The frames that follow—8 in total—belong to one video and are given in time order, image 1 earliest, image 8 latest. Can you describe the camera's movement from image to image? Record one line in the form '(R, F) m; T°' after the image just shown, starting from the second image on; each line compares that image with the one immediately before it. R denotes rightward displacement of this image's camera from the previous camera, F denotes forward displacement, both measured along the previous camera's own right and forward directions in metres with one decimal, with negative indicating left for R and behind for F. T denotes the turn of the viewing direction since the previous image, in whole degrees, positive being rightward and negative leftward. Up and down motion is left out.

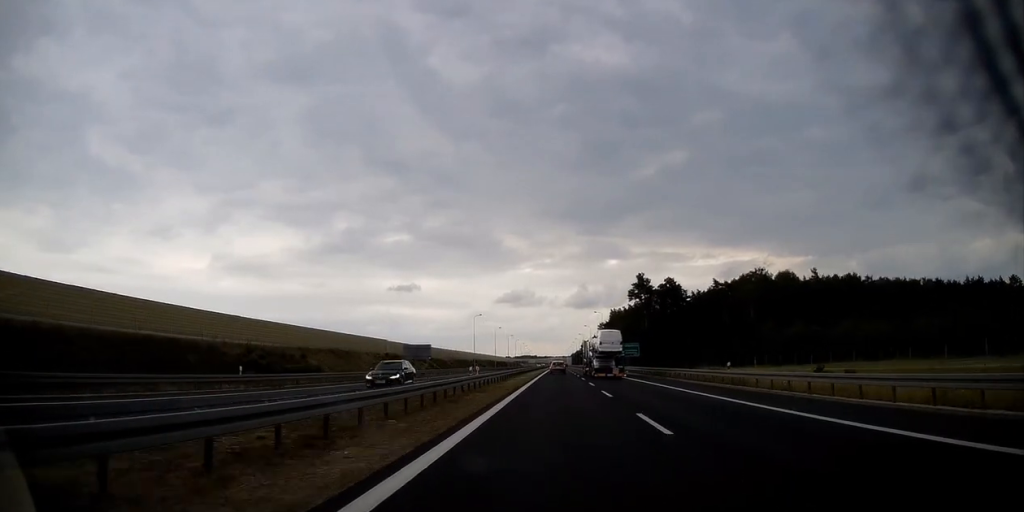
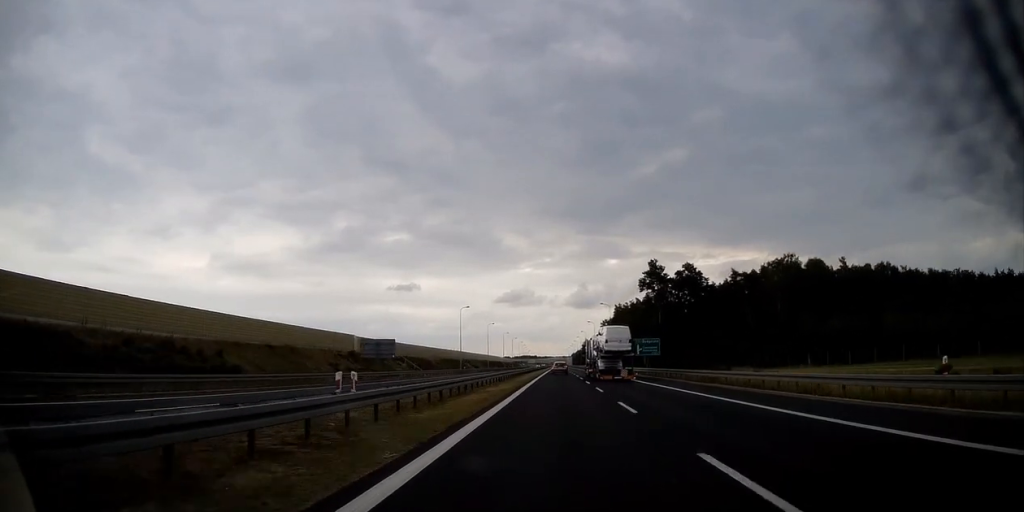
(+0.2, +18.9) m; 0°
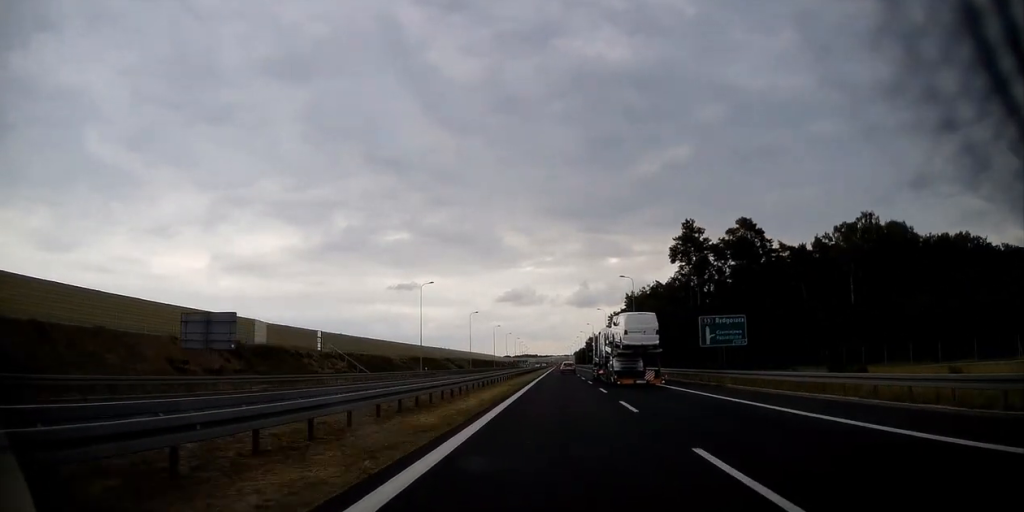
(-0.1, +34.0) m; 0°
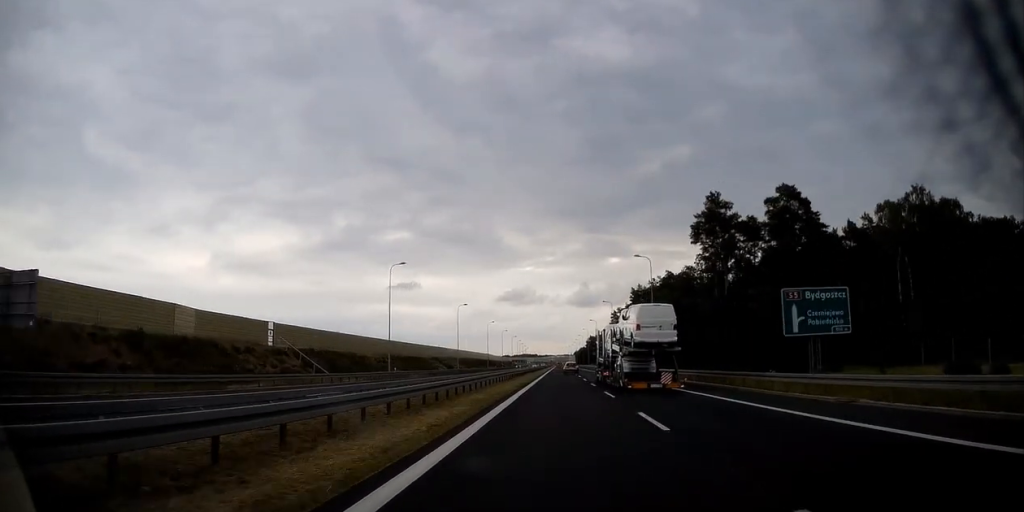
(-0.1, +15.1) m; 0°
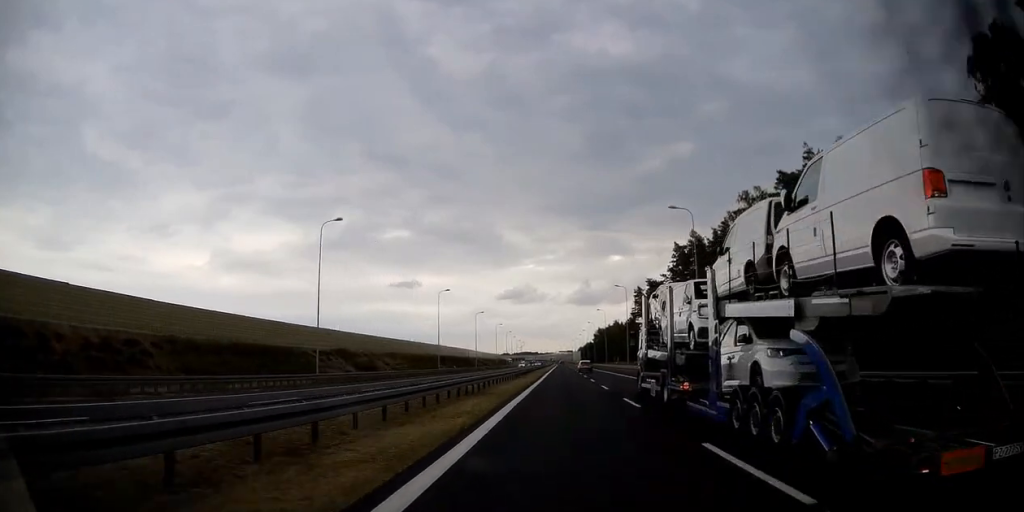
(0.0, +65.4) m; 0°
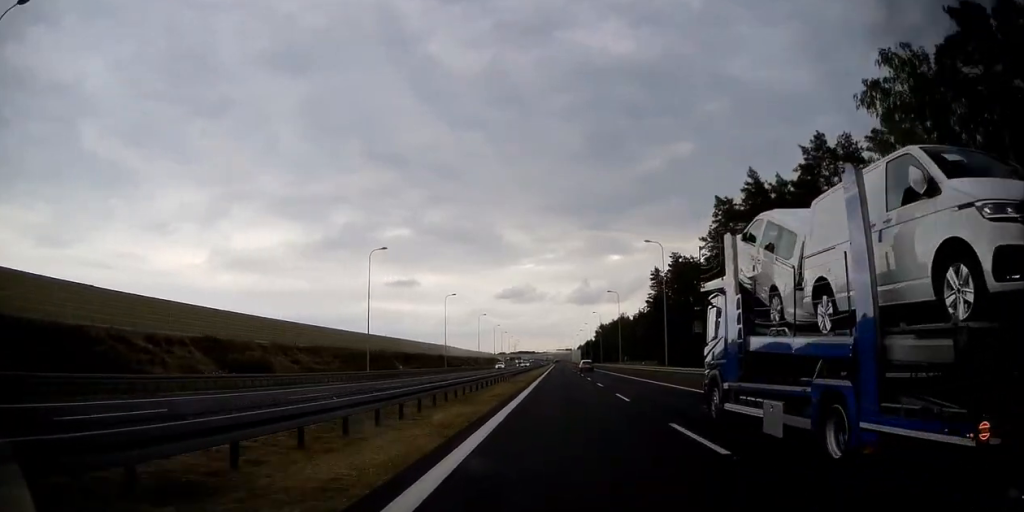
(+0.1, +32.7) m; 0°
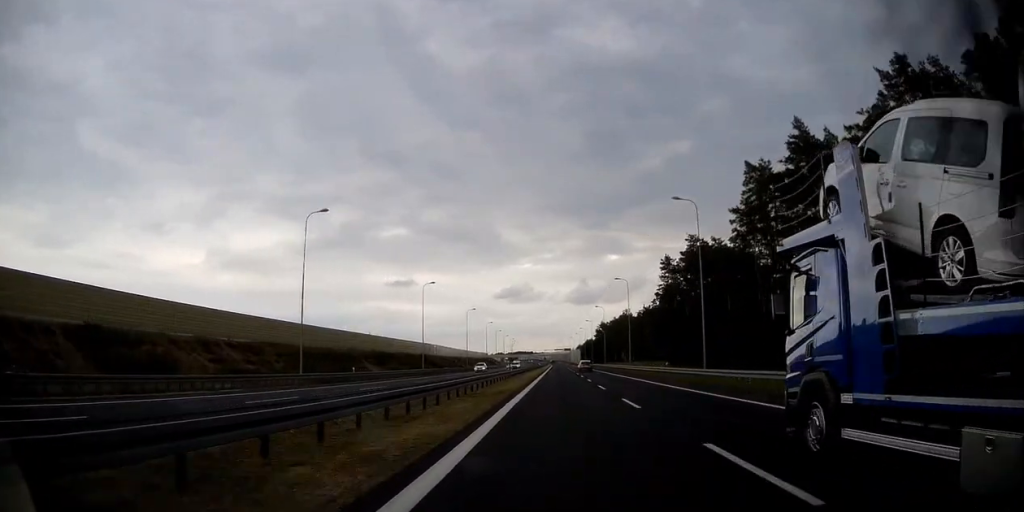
(+0.2, +15.1) m; 0°
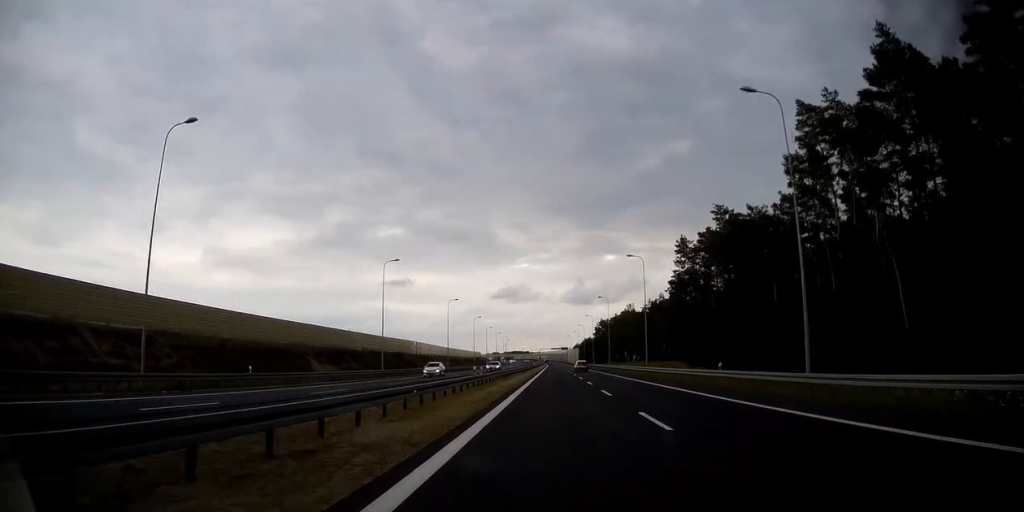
(-0.2, +17.6) m; 0°
